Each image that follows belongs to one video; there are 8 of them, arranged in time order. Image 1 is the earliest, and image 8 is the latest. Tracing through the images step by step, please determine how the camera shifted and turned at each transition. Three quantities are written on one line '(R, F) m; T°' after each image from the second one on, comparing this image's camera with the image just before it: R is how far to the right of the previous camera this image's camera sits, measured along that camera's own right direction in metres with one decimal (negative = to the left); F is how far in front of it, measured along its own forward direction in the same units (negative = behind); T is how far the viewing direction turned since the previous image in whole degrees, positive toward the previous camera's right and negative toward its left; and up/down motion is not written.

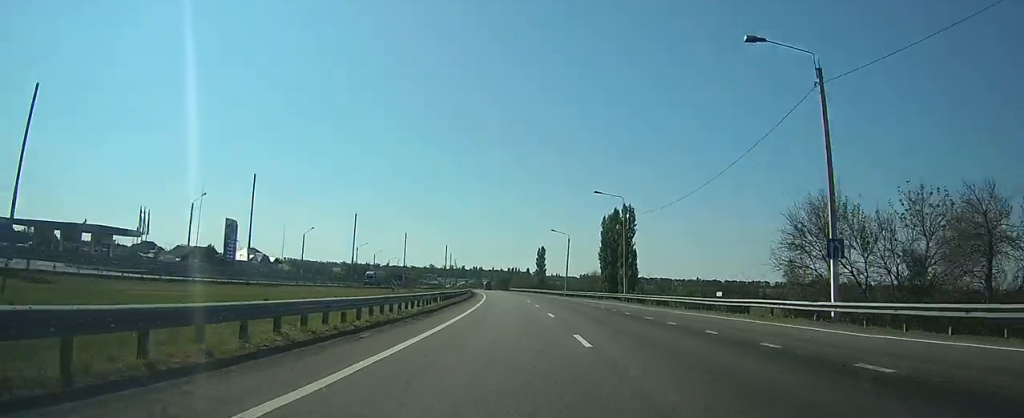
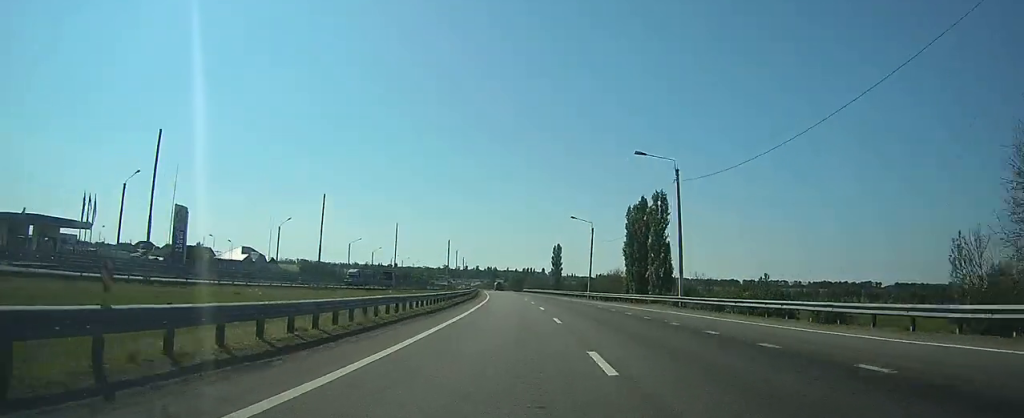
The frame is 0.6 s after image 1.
(0.0, +15.8) m; -1°
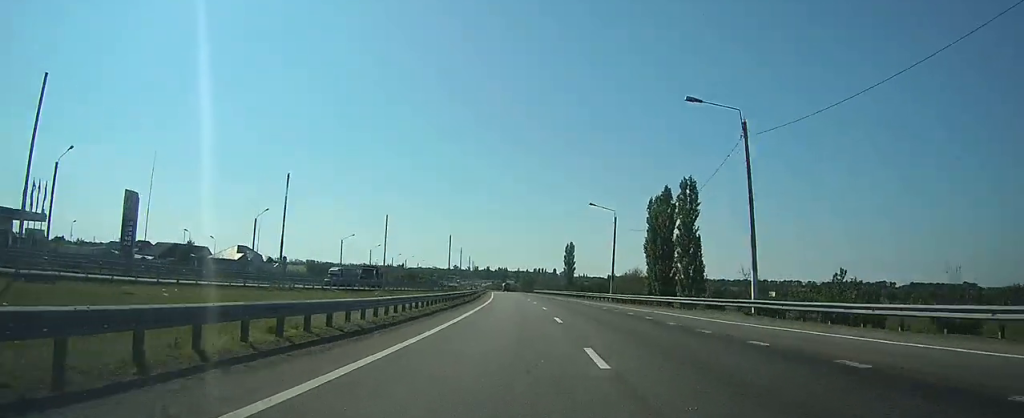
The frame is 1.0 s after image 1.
(+0.2, +11.2) m; -1°
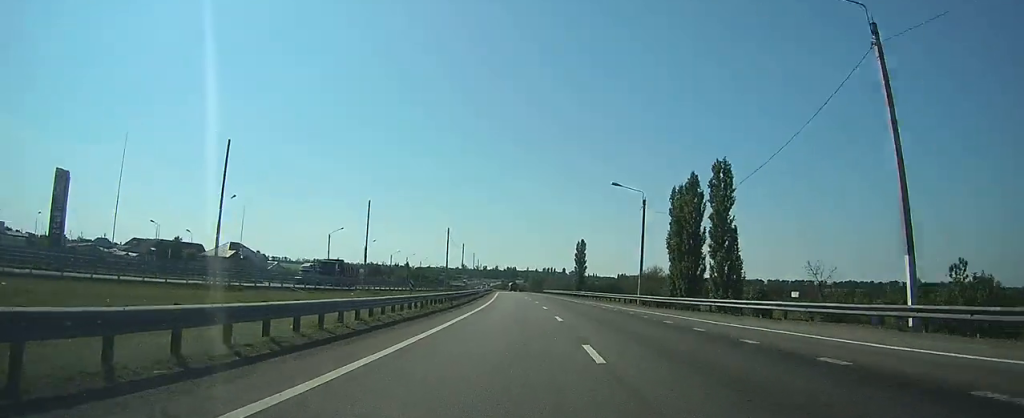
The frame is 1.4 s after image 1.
(-0.2, +11.2) m; -1°
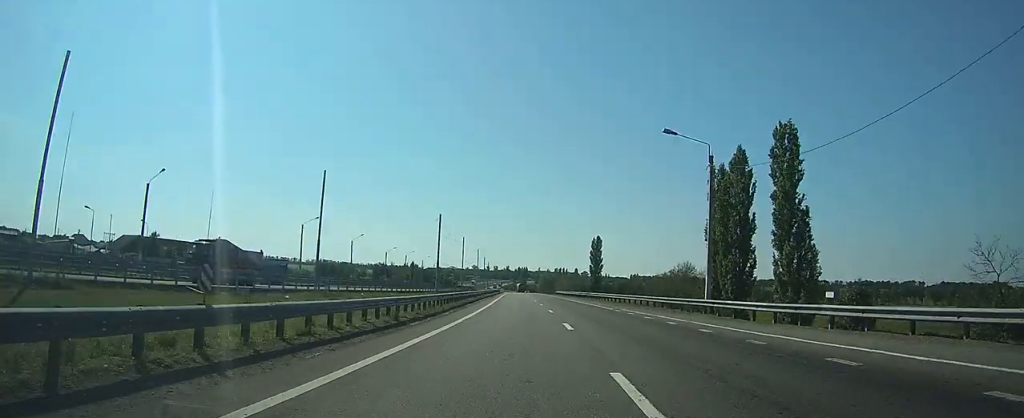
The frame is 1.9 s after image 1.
(-0.2, +15.9) m; -2°
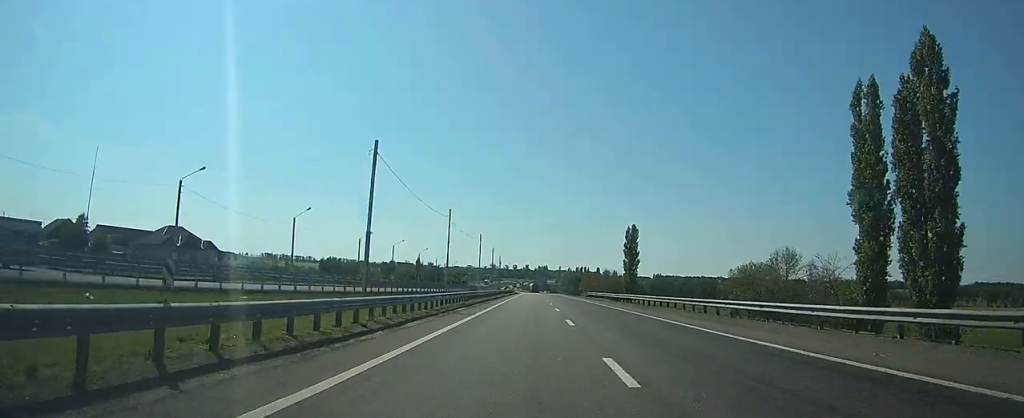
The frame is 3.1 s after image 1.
(-0.8, +33.9) m; -2°
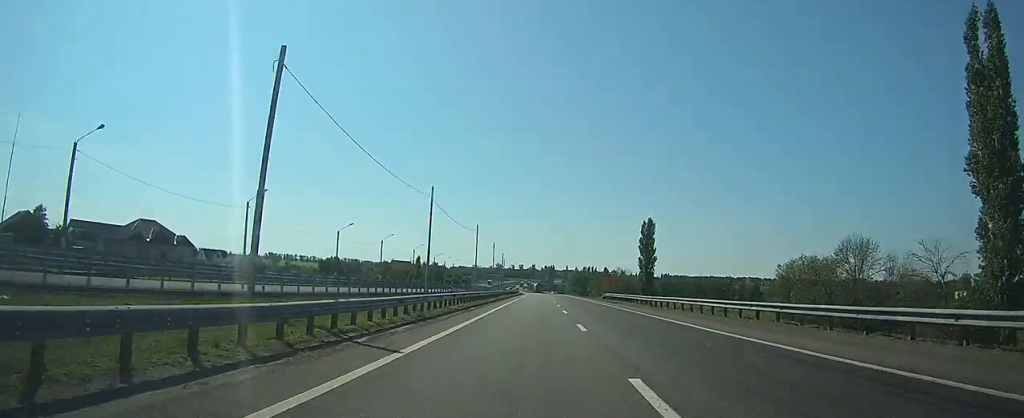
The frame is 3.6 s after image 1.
(-0.2, +14.3) m; -1°
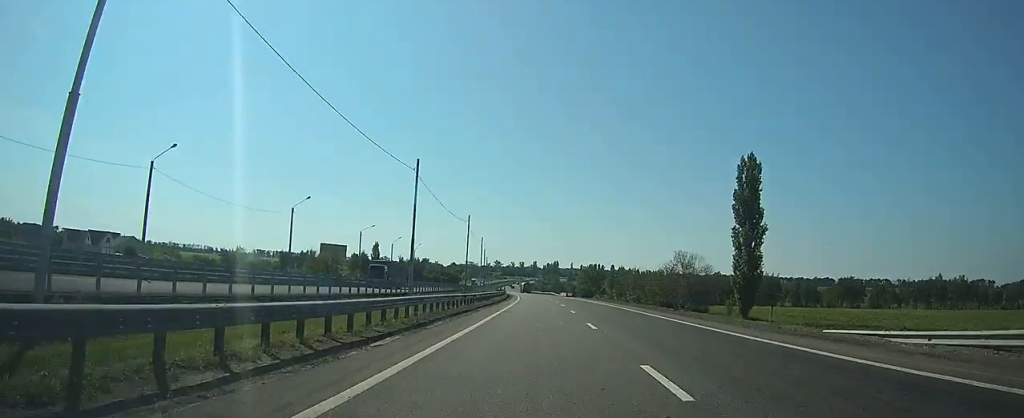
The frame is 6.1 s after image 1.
(-1.1, +69.9) m; -1°
